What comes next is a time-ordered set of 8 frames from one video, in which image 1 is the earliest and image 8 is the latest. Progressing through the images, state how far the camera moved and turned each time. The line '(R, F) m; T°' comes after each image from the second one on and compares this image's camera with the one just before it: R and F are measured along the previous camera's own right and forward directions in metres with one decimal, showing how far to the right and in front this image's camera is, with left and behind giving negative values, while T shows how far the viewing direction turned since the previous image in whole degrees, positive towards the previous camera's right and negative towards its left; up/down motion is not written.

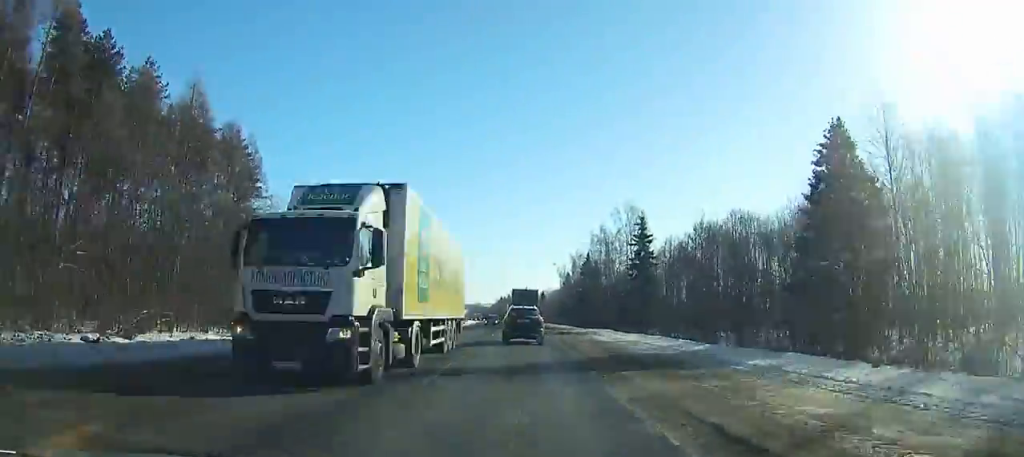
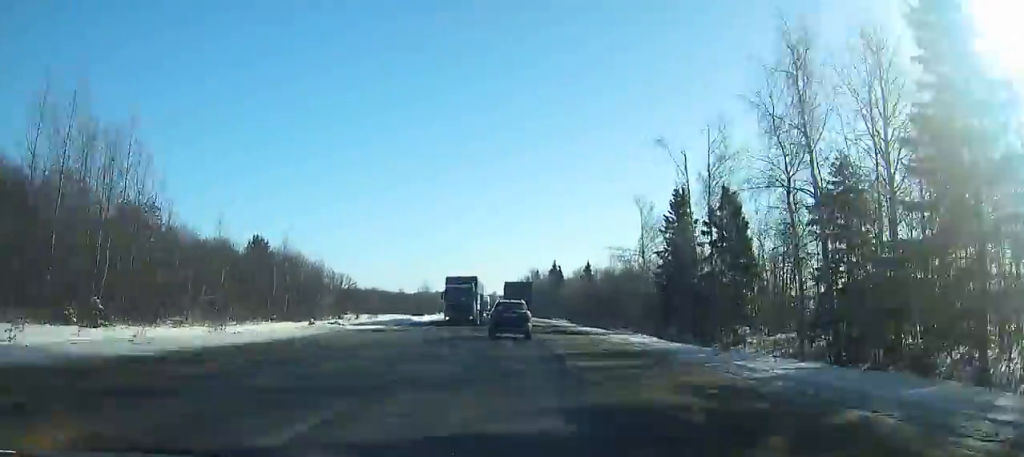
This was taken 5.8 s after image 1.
(-0.5, +111.8) m; -1°
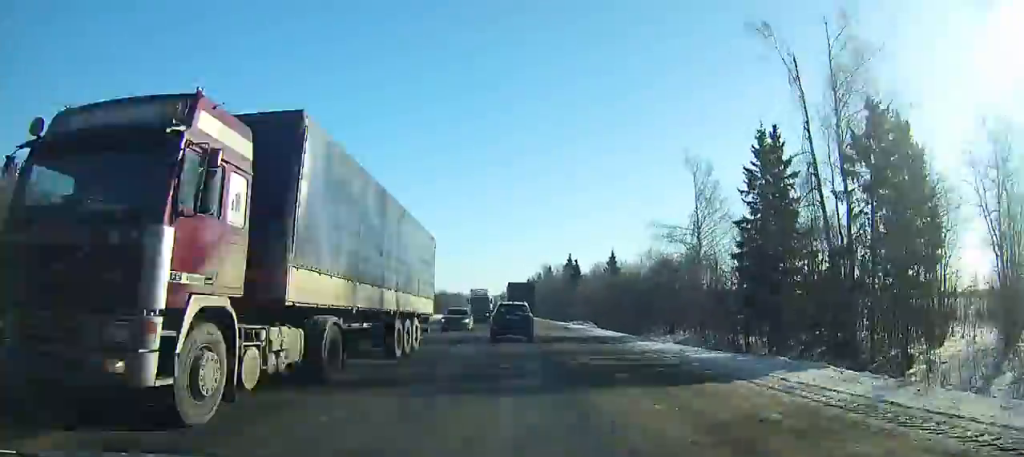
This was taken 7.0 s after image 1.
(0.0, +22.5) m; -1°
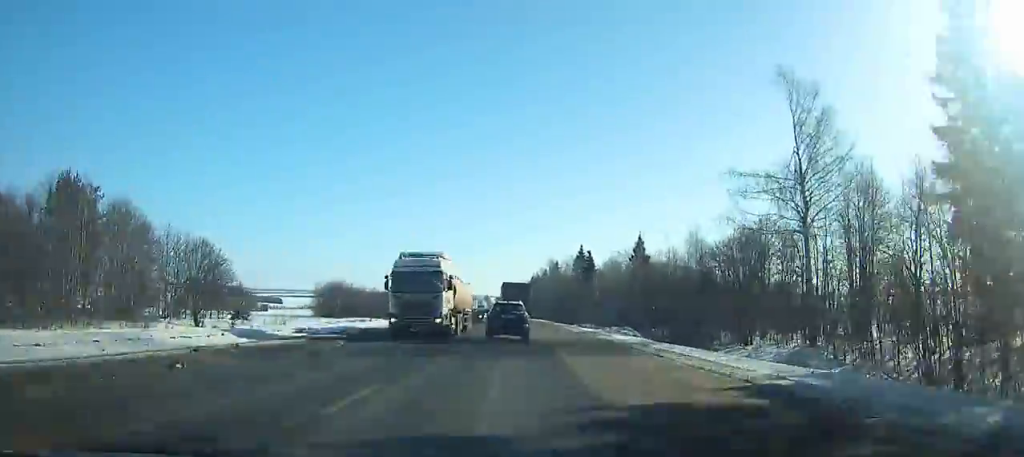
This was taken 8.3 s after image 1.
(-0.2, +24.1) m; -1°
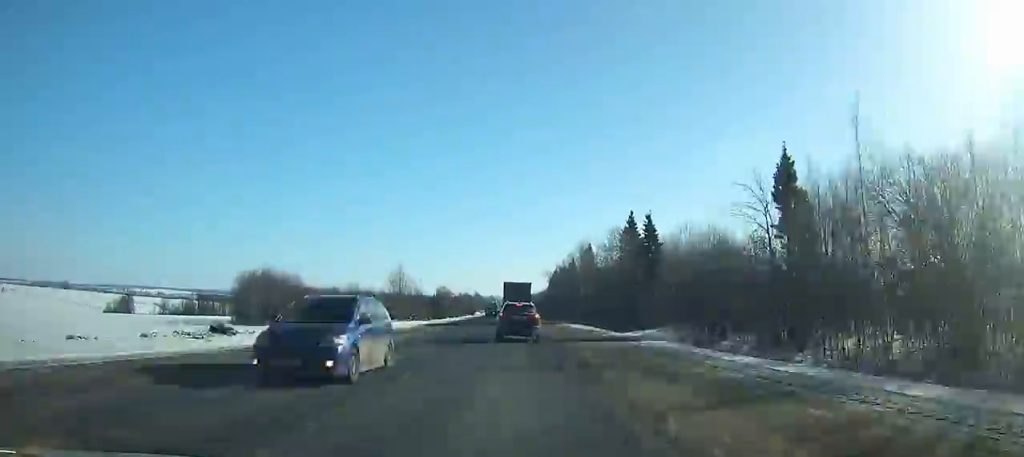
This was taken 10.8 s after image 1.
(-0.5, +45.9) m; -2°
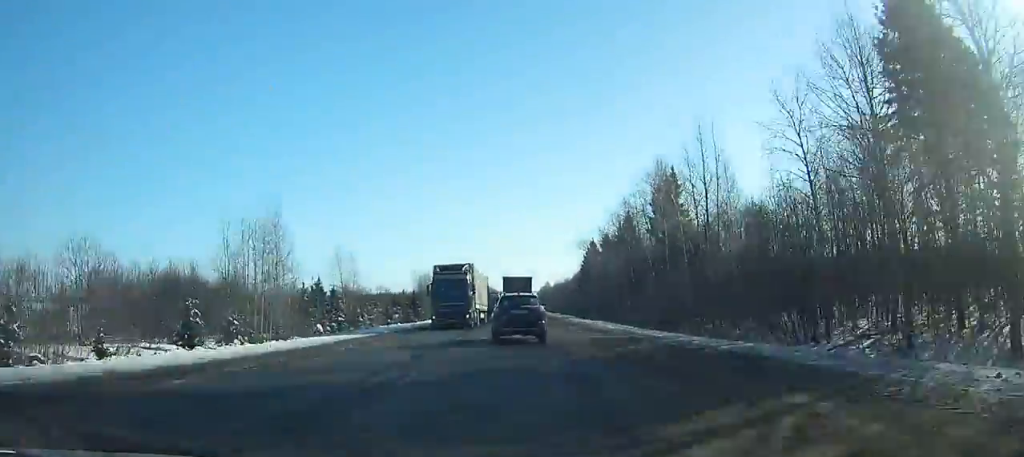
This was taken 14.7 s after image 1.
(-1.5, +70.6) m; -2°
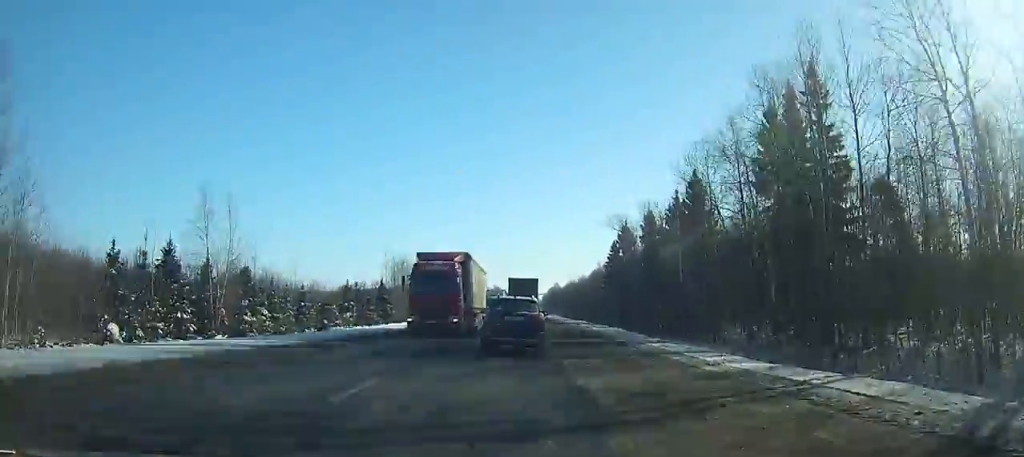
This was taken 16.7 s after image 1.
(-0.3, +35.9) m; 0°
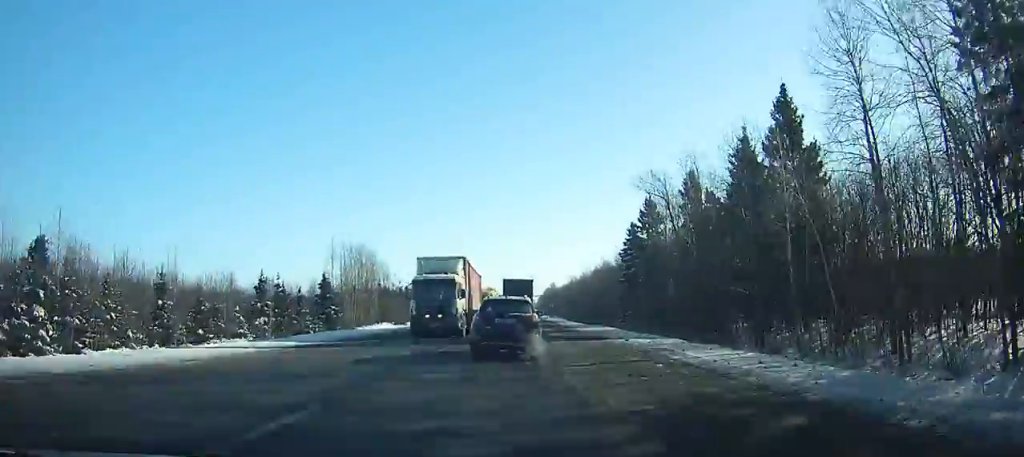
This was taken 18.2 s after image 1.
(+0.1, +26.6) m; 0°
